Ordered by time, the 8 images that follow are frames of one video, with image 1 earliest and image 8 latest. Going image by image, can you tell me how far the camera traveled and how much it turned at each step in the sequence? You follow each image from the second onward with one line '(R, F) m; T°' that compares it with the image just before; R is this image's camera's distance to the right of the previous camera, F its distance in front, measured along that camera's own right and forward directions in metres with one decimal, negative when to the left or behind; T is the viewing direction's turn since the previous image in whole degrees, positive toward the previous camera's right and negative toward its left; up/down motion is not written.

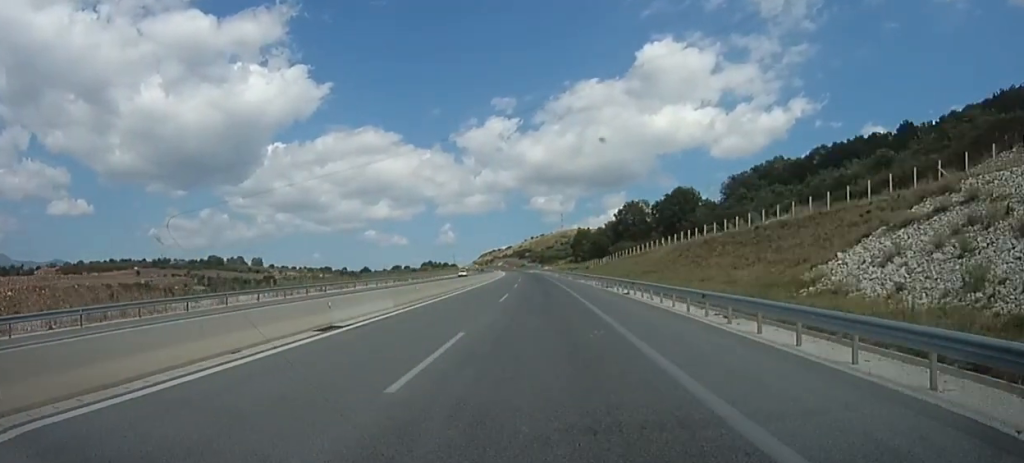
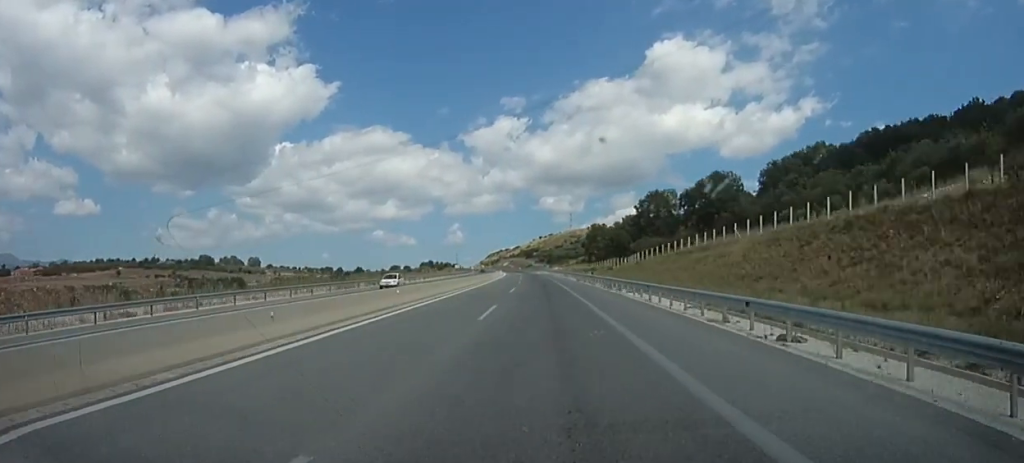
(+0.1, +27.4) m; -1°
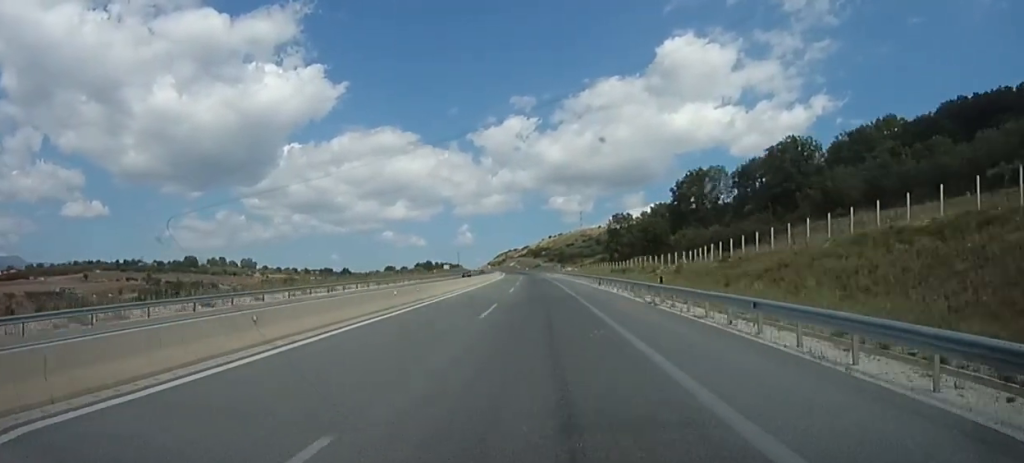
(-0.2, +36.5) m; -2°
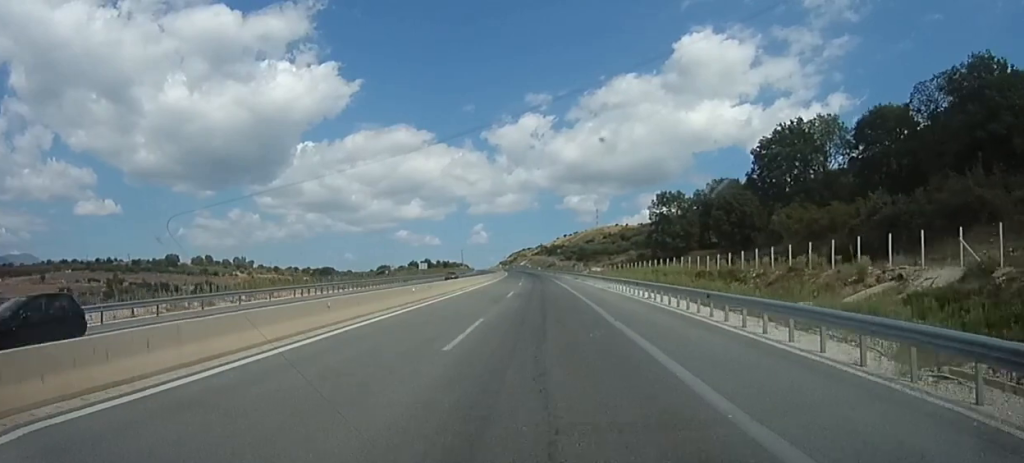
(-1.6, +43.6) m; -2°
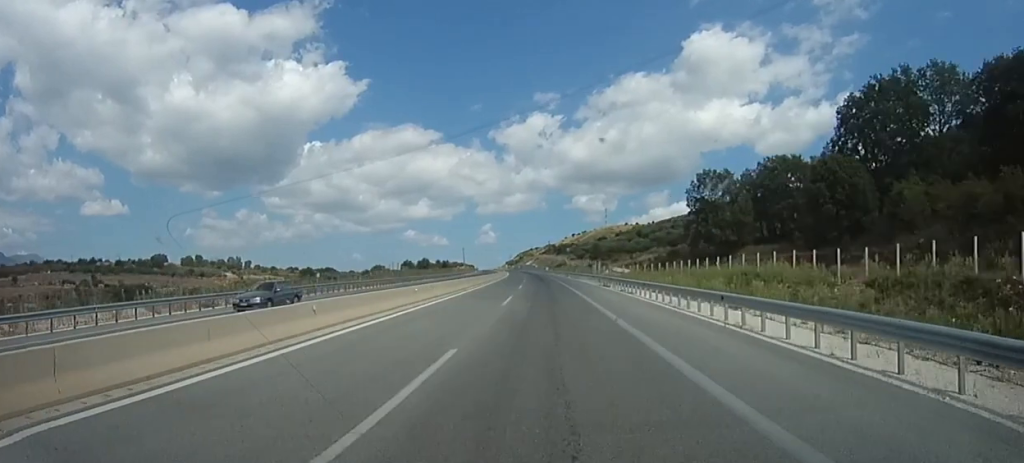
(+0.1, +25.2) m; 0°
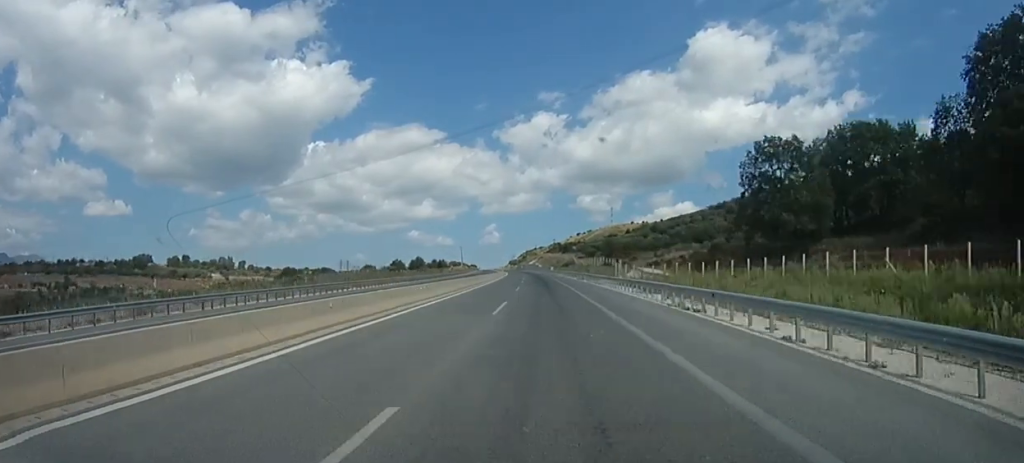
(+0.1, +23.0) m; 0°
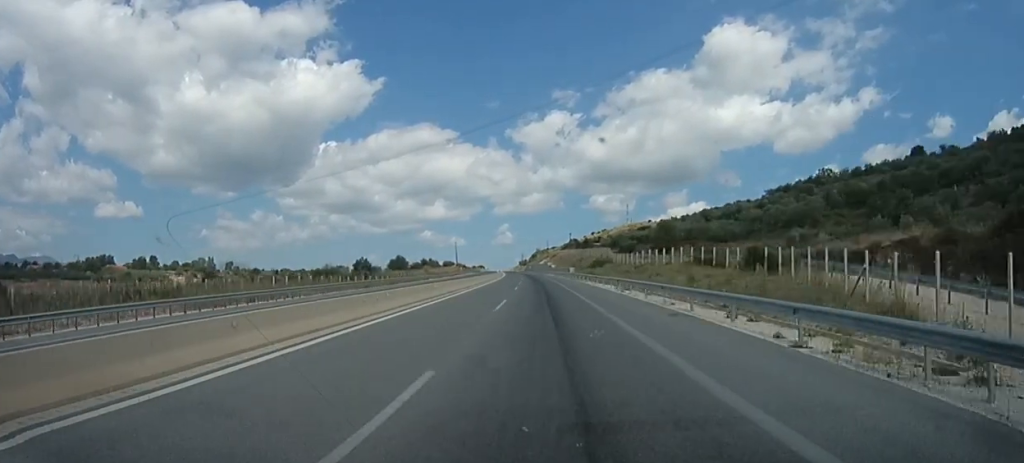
(-0.2, +53.1) m; -1°
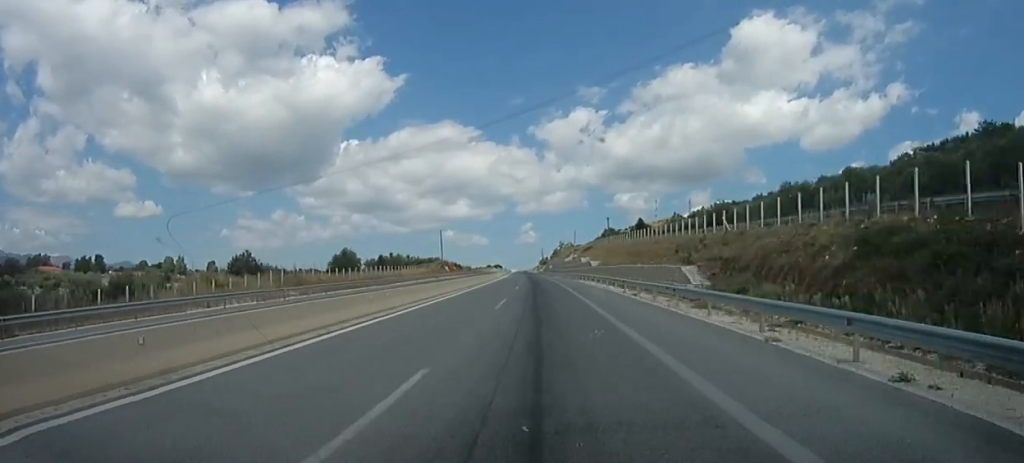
(-2.4, +73.8) m; -4°
